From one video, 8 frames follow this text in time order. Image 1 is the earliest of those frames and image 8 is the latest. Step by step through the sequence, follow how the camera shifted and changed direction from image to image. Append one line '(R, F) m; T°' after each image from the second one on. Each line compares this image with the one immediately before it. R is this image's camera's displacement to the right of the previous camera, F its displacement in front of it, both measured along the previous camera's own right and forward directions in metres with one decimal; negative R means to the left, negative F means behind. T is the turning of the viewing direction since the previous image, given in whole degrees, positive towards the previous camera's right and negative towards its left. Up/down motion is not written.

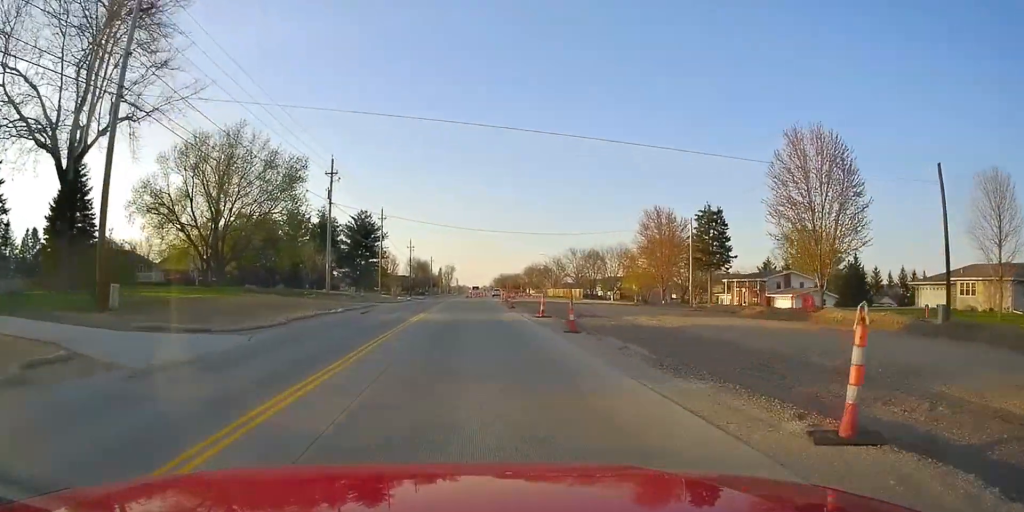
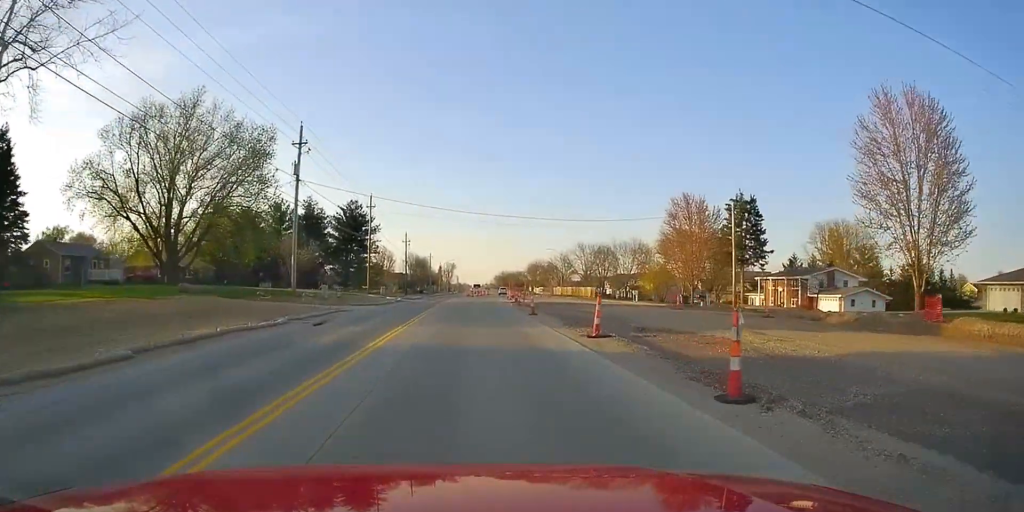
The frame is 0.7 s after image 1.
(0.0, +10.6) m; 0°
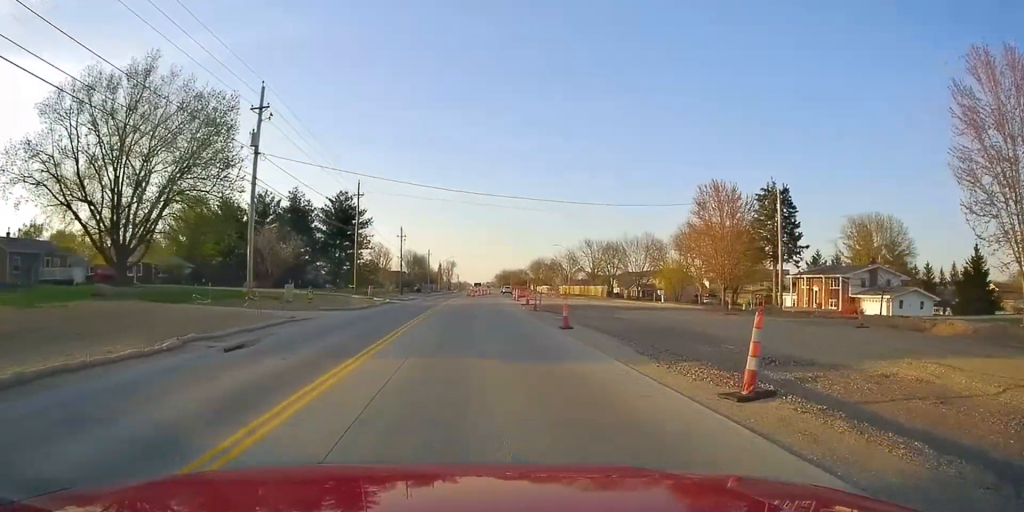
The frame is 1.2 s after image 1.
(0.0, +8.6) m; 0°
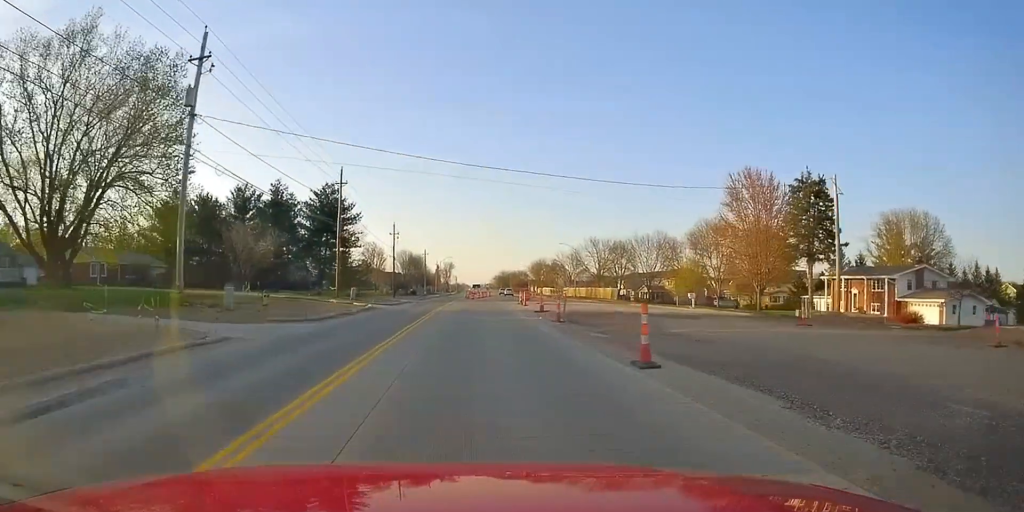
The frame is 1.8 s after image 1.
(0.0, +8.6) m; 0°
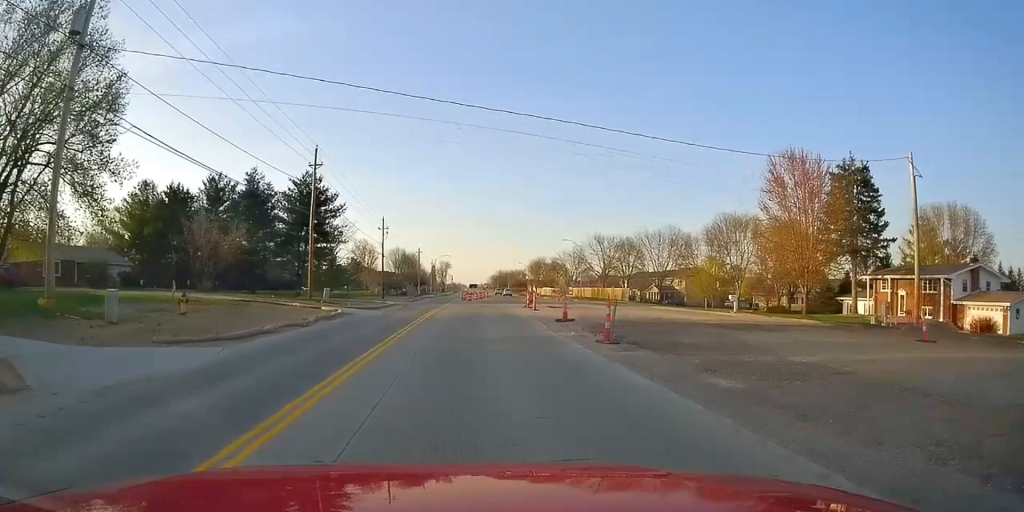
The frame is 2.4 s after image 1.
(0.0, +8.4) m; 0°
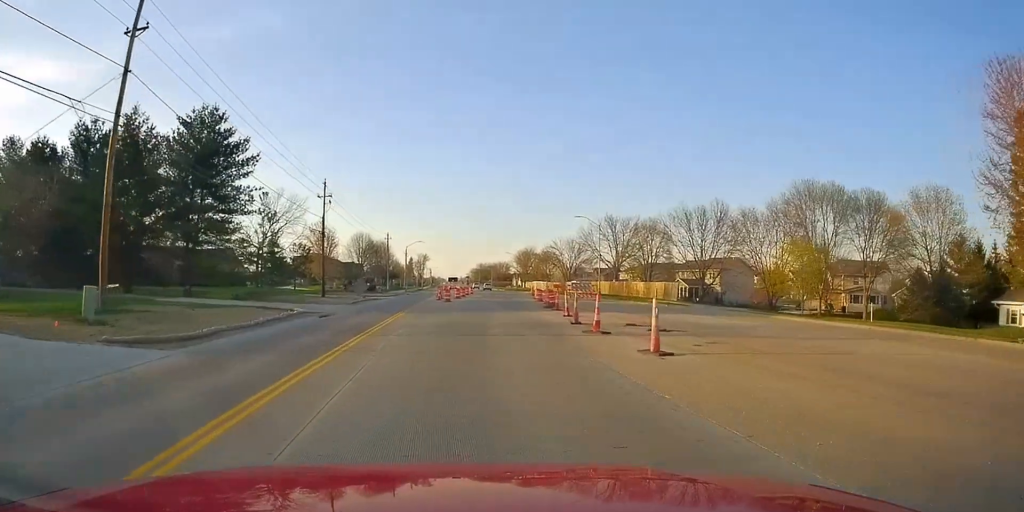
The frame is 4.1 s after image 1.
(+0.2, +26.1) m; +2°
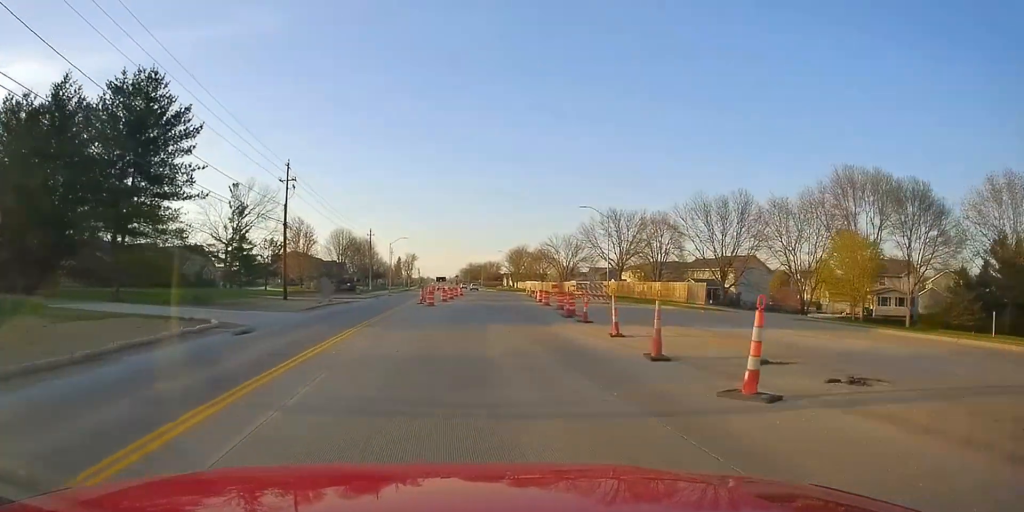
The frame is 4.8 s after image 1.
(+0.2, +9.5) m; +2°
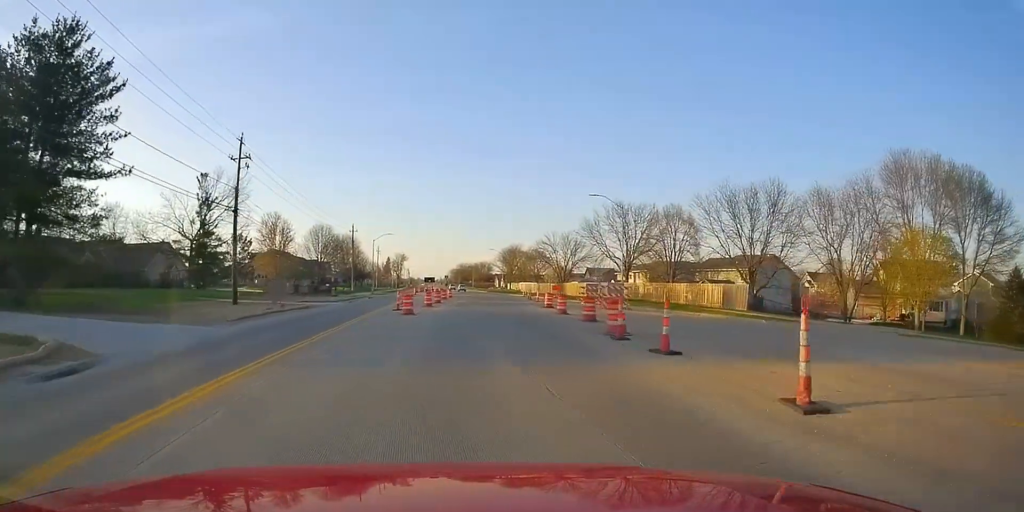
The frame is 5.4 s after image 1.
(+0.2, +9.7) m; +1°
